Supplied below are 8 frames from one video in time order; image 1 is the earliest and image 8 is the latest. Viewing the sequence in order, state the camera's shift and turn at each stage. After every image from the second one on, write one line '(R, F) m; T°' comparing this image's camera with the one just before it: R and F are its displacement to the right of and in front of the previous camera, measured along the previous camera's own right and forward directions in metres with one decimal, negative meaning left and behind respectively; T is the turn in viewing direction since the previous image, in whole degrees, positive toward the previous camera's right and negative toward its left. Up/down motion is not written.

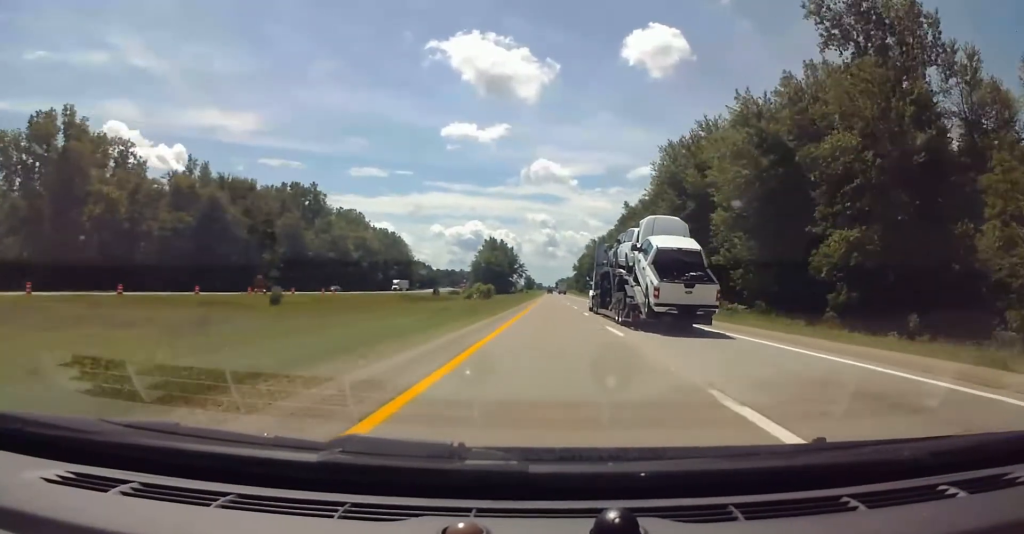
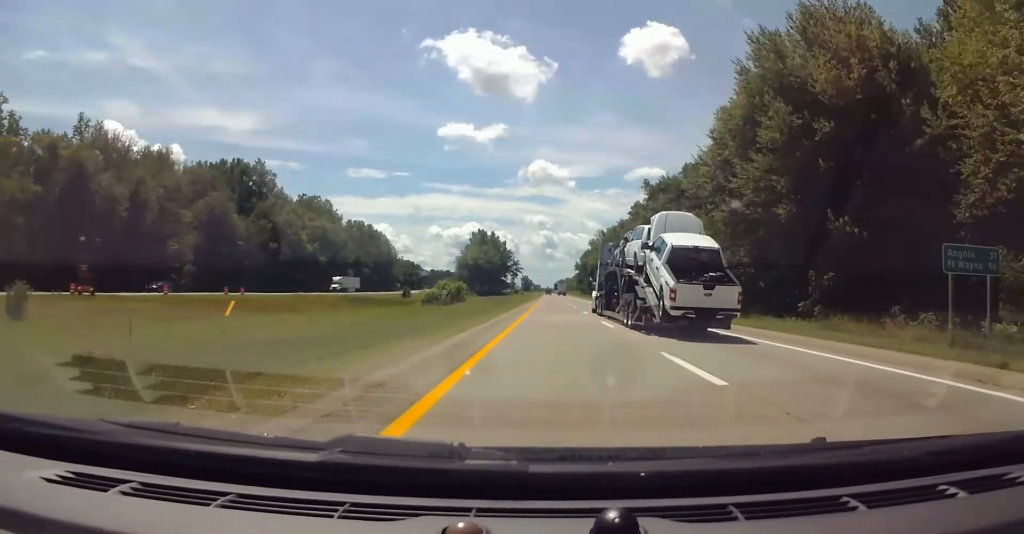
(+0.2, +40.9) m; 0°
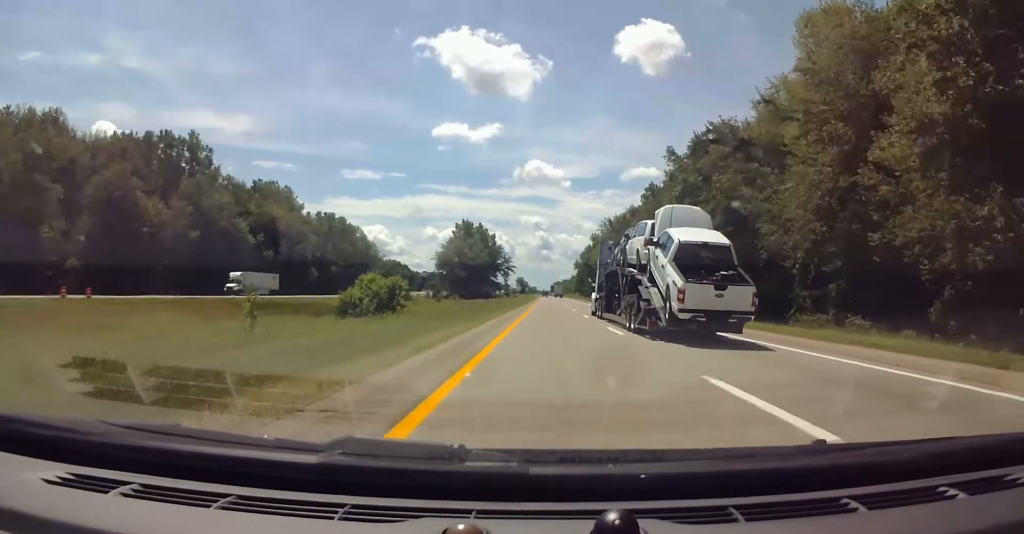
(0.0, +34.3) m; 0°
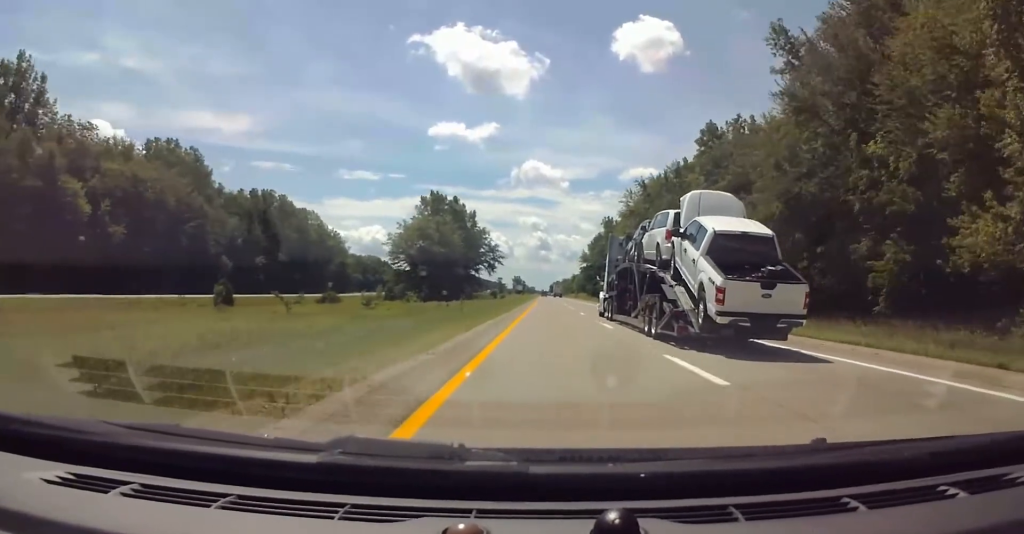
(-0.2, +57.4) m; 0°
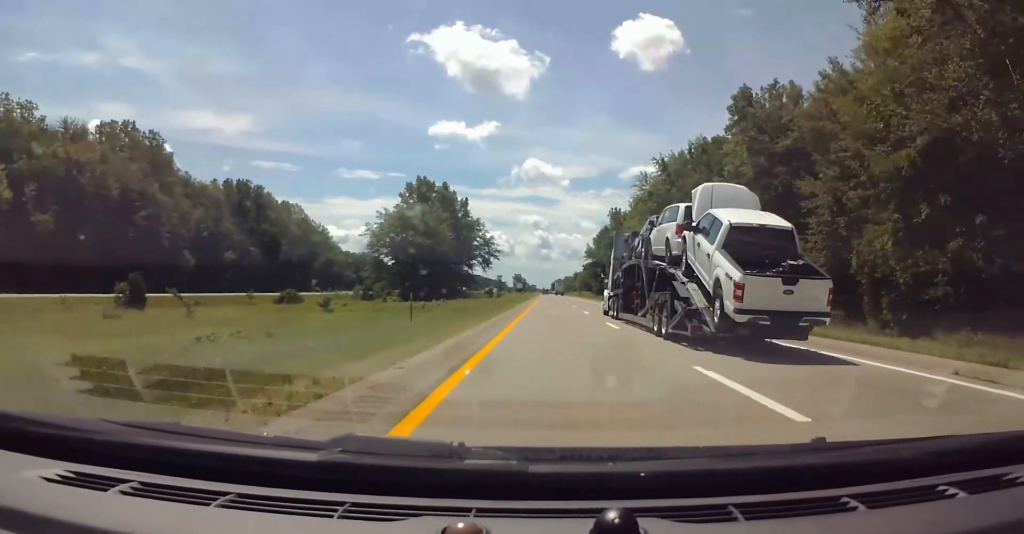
(0.0, +17.6) m; 0°
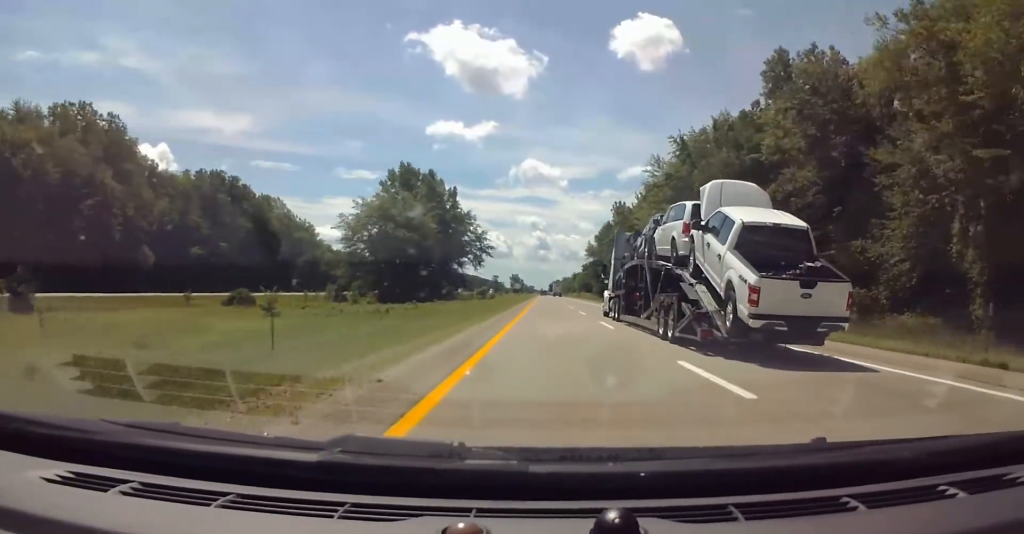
(0.0, +14.3) m; 0°
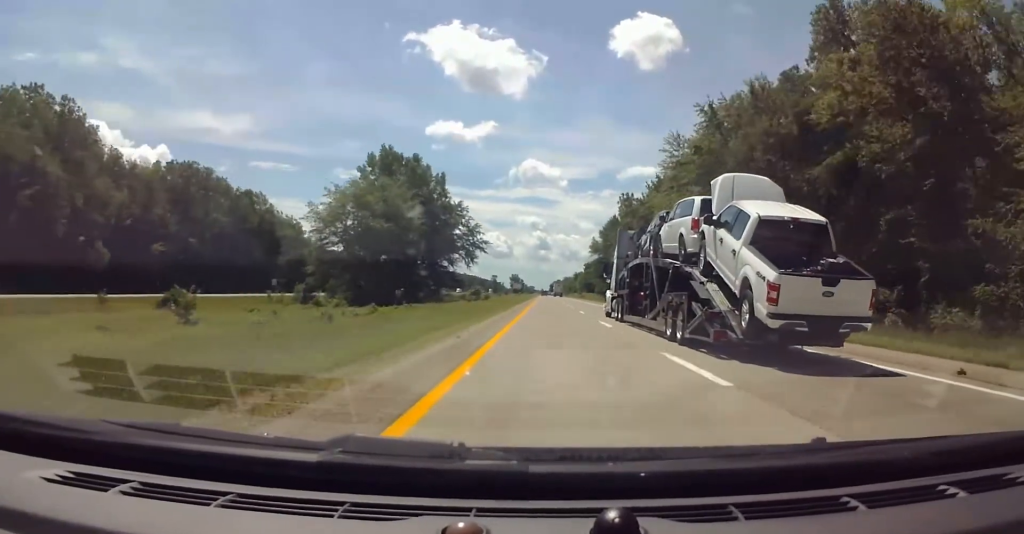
(0.0, +14.3) m; 0°
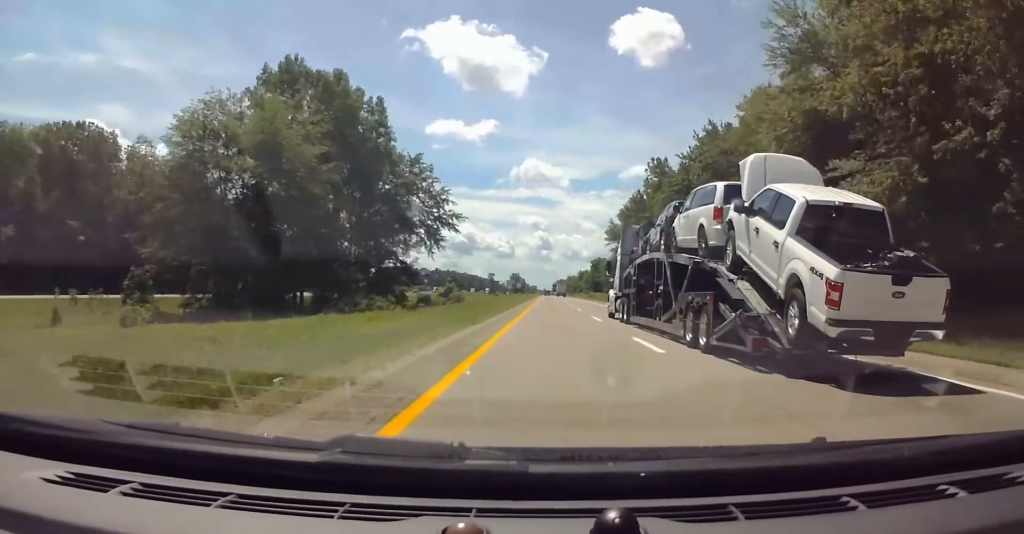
(-0.1, +40.3) m; 0°
